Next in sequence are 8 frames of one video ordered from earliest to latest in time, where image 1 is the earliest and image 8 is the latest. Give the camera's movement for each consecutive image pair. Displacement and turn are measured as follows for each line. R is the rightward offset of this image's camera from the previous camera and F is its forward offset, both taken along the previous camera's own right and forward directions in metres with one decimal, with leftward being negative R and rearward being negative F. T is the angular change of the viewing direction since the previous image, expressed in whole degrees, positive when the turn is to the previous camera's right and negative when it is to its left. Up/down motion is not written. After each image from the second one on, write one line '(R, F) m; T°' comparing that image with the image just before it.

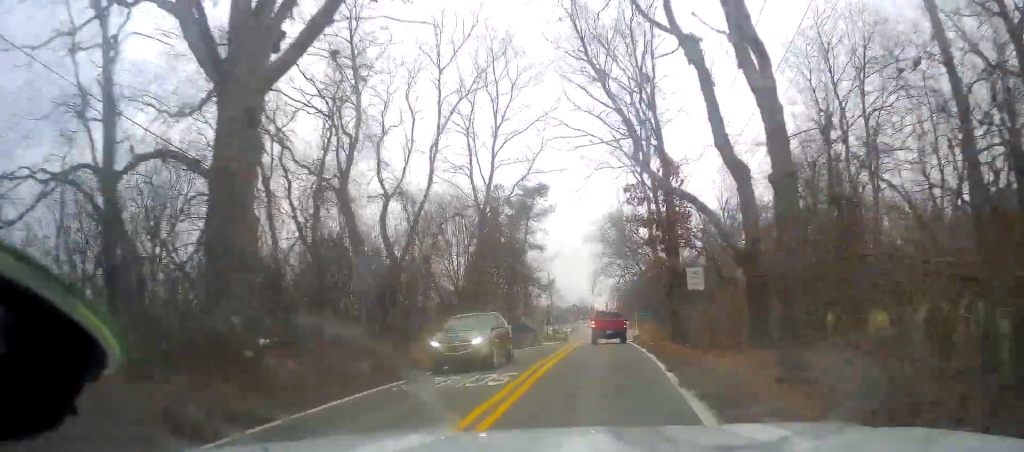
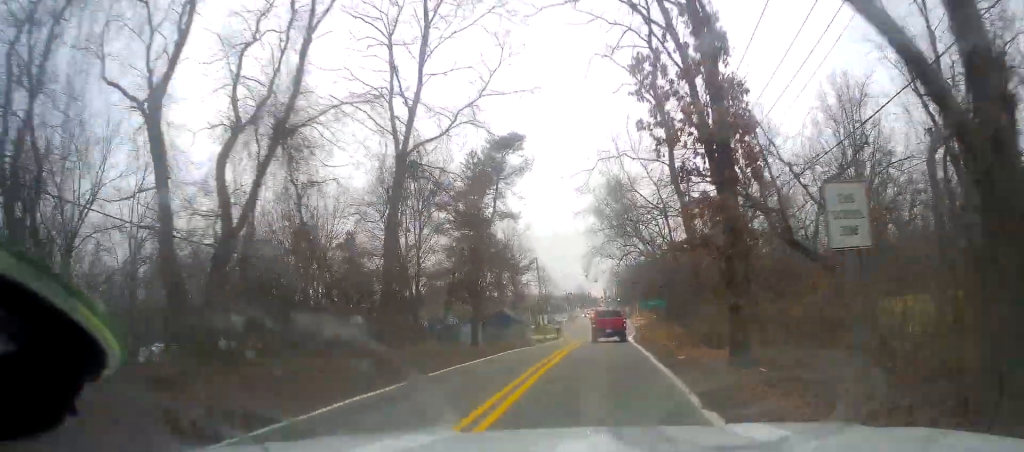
(+0.2, +12.8) m; +1°
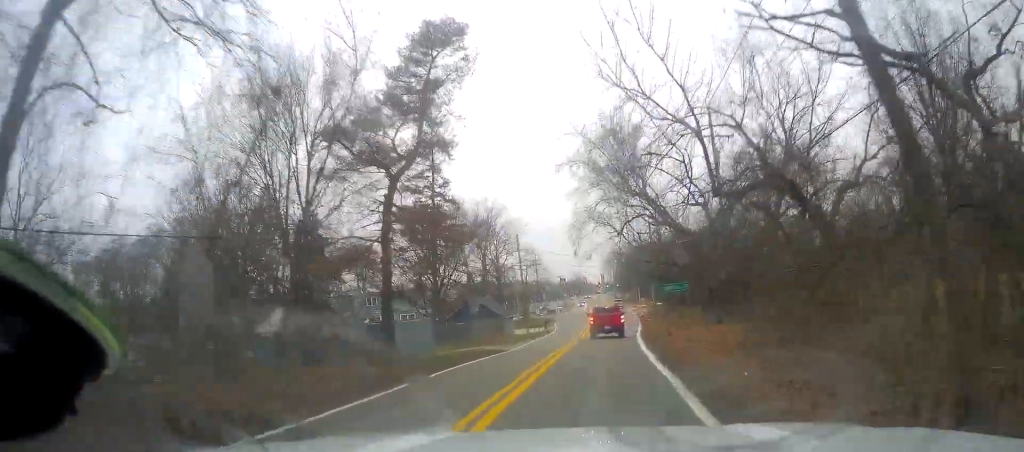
(0.0, +14.6) m; -1°
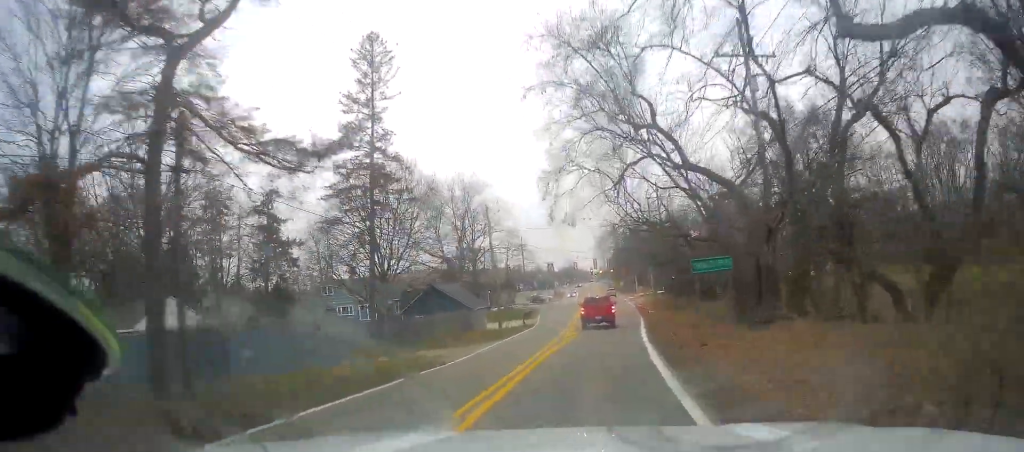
(-0.1, +12.0) m; -1°
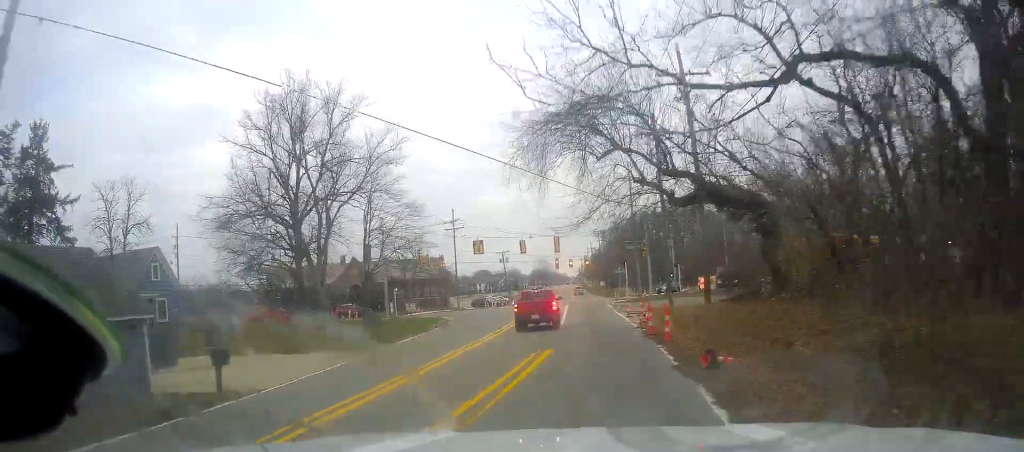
(+1.2, +41.0) m; +3°
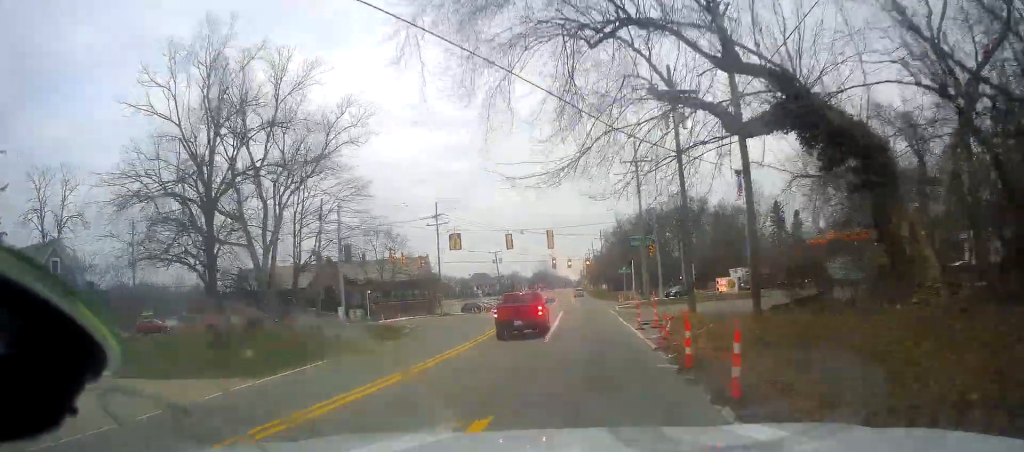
(-0.2, +9.9) m; -1°
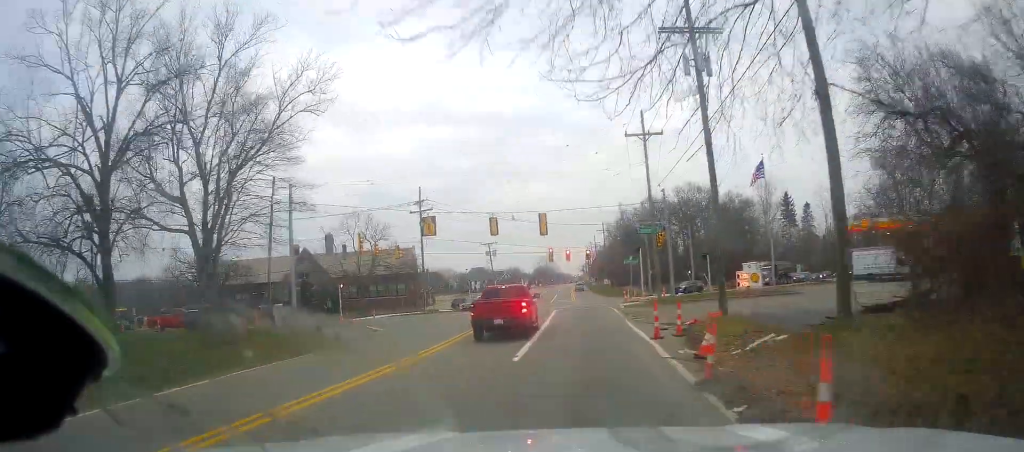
(-0.1, +8.2) m; -1°
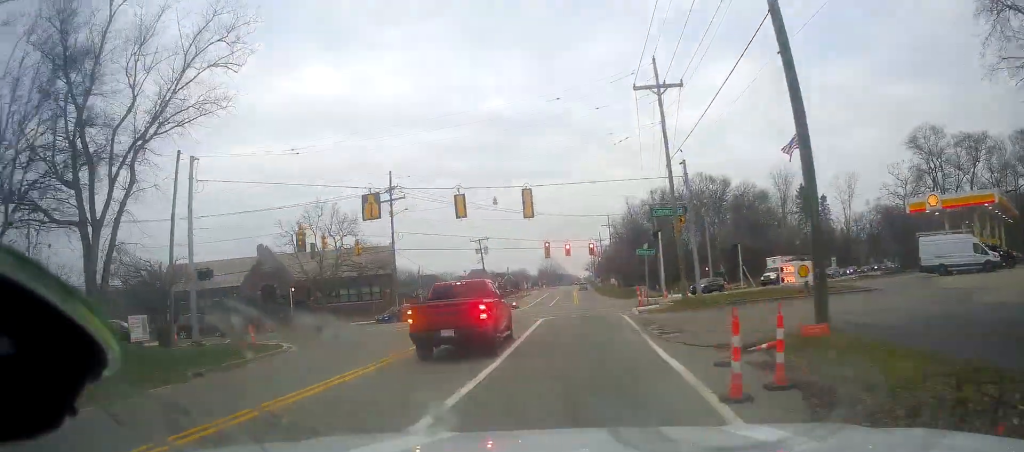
(0.0, +11.3) m; 0°
